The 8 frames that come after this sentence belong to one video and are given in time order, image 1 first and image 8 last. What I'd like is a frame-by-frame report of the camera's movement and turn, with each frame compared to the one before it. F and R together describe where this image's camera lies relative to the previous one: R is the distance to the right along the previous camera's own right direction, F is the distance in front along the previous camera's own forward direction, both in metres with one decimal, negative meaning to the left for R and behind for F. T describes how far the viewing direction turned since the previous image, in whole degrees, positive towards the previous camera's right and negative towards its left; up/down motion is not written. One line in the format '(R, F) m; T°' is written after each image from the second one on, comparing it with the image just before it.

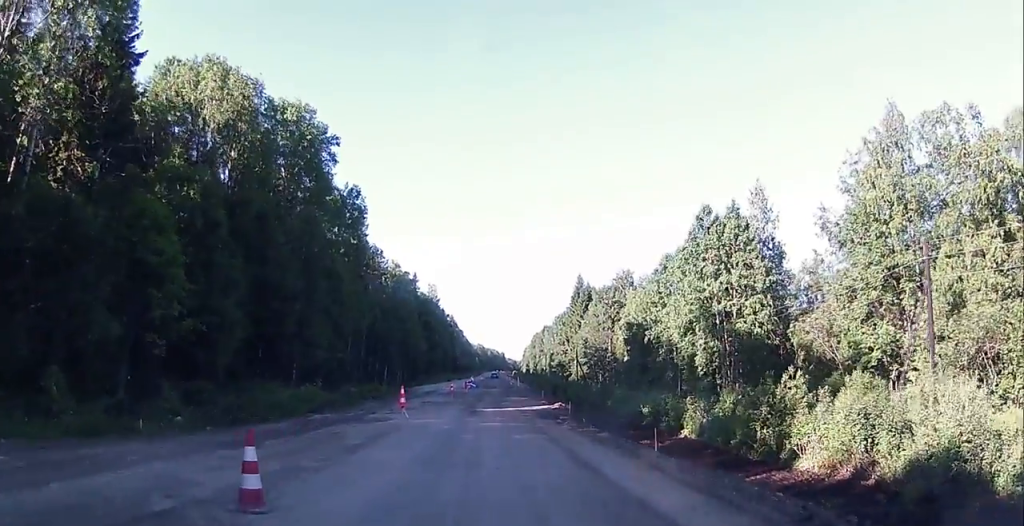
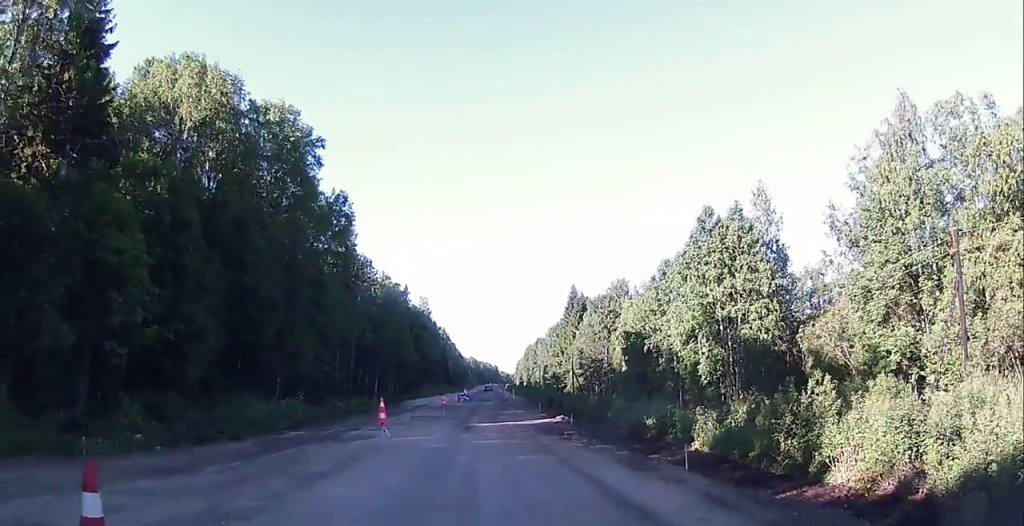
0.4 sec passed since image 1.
(0.0, +2.5) m; 0°
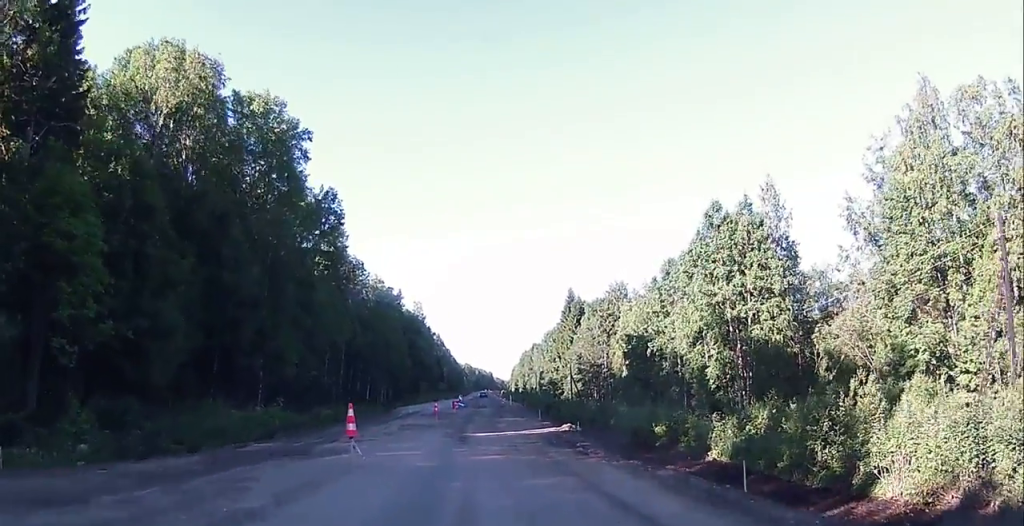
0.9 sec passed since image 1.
(0.0, +2.9) m; 0°
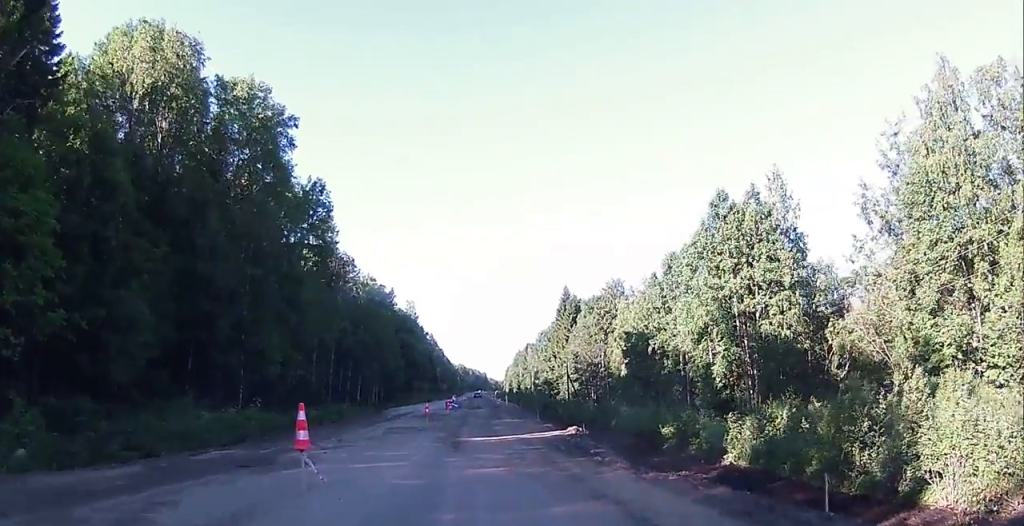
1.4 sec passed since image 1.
(0.0, +2.7) m; 0°
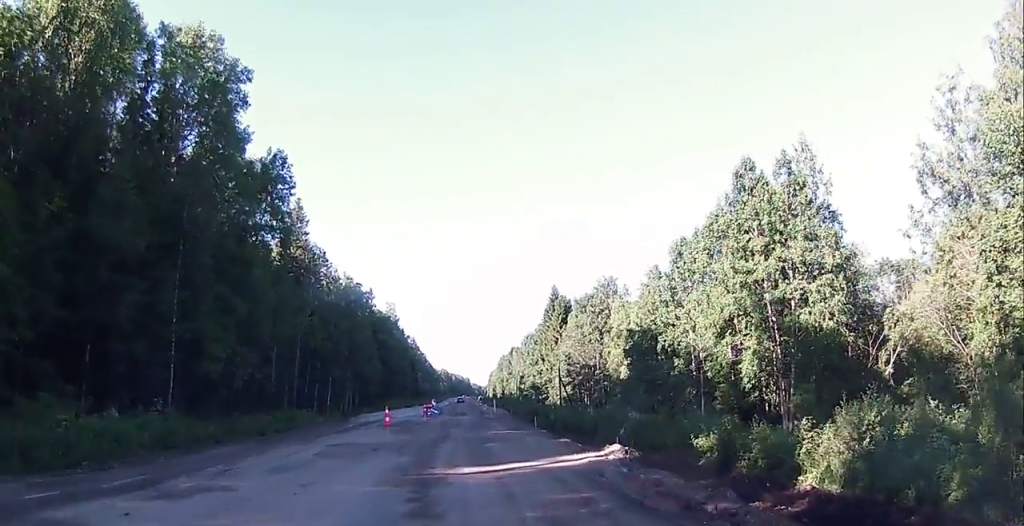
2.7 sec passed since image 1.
(0.0, +8.4) m; +2°
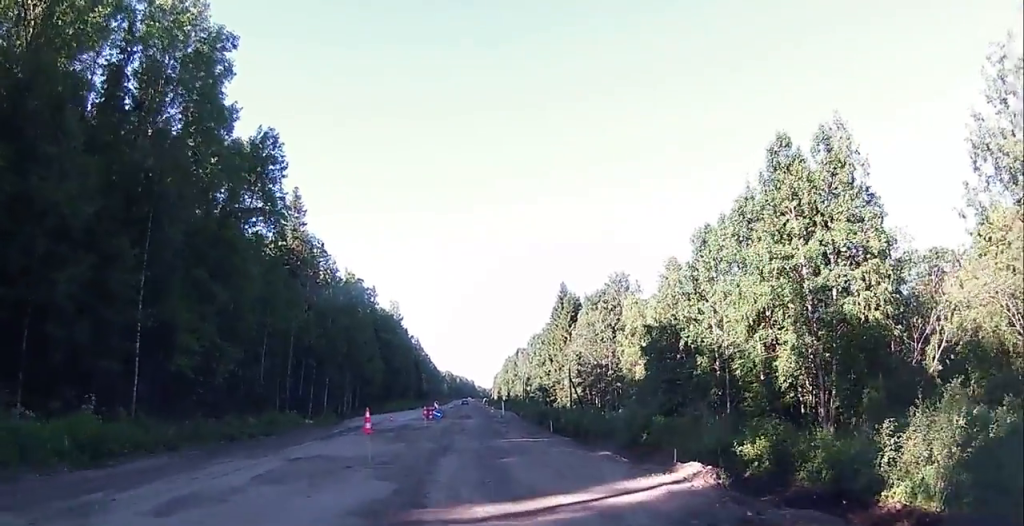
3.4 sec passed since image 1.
(+0.1, +4.6) m; 0°
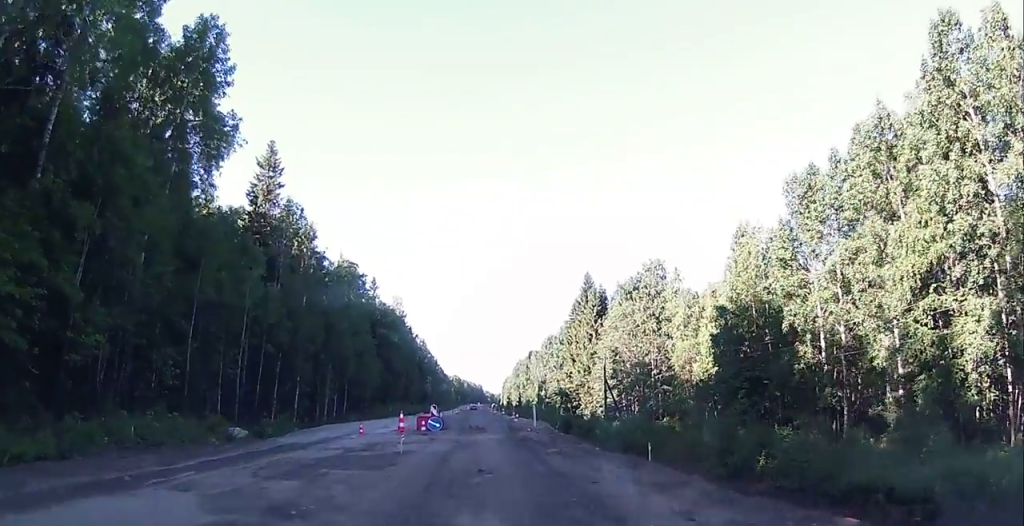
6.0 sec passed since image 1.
(-0.2, +15.7) m; +1°
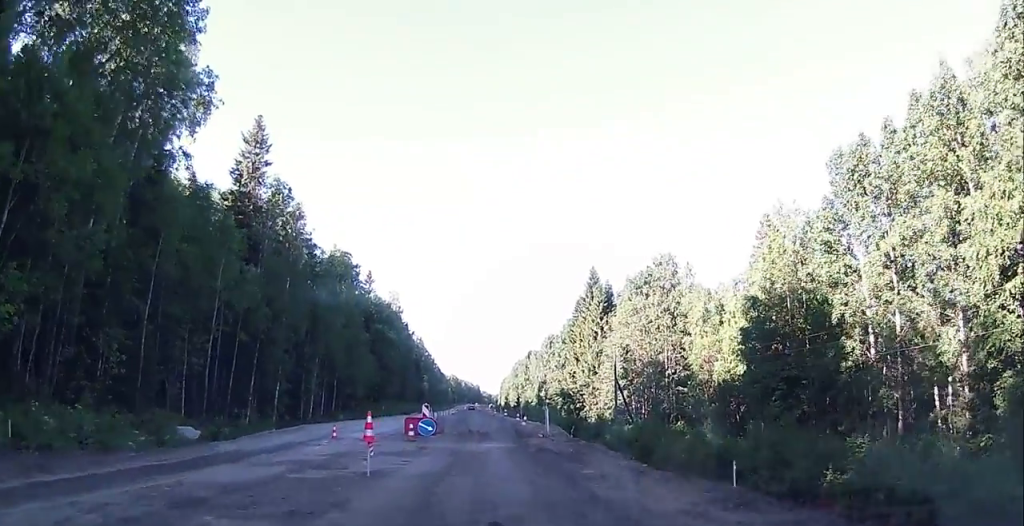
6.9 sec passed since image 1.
(+0.1, +5.5) m; +1°
